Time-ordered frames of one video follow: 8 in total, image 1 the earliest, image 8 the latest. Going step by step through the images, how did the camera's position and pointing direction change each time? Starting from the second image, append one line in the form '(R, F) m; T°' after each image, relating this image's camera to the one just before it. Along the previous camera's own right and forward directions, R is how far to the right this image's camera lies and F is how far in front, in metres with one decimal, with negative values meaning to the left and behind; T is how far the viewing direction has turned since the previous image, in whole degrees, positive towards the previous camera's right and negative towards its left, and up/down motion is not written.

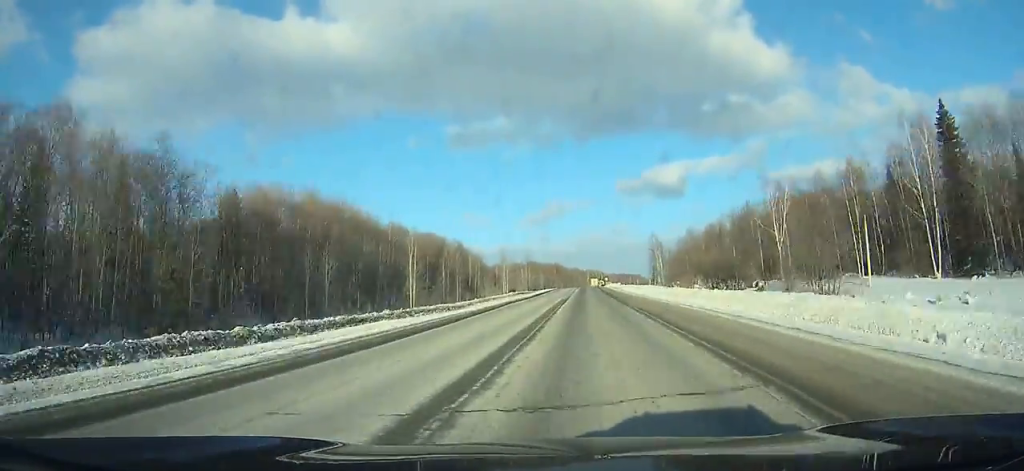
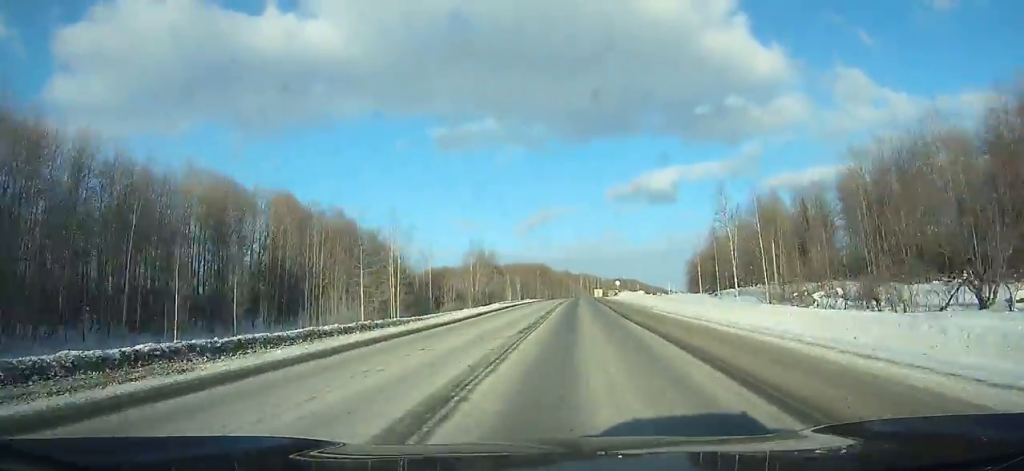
(+0.7, +86.4) m; +1°
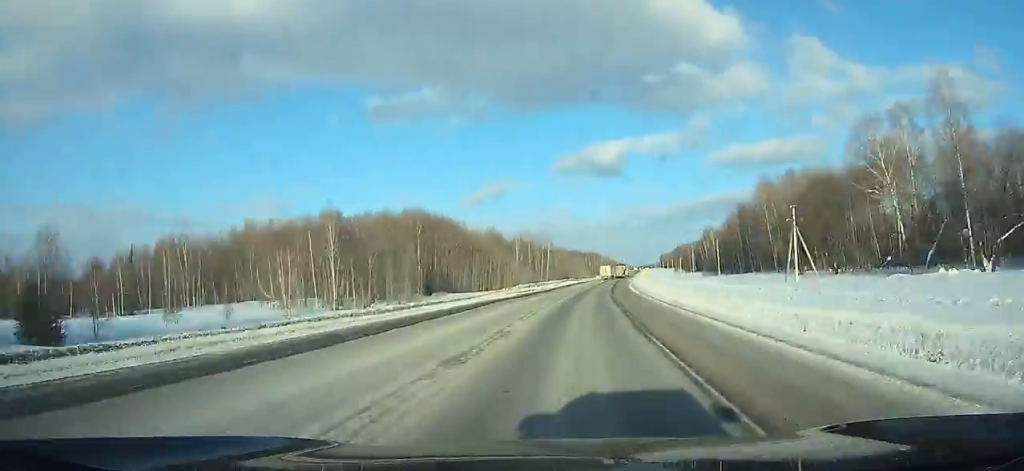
(+4.9, +148.6) m; +5°
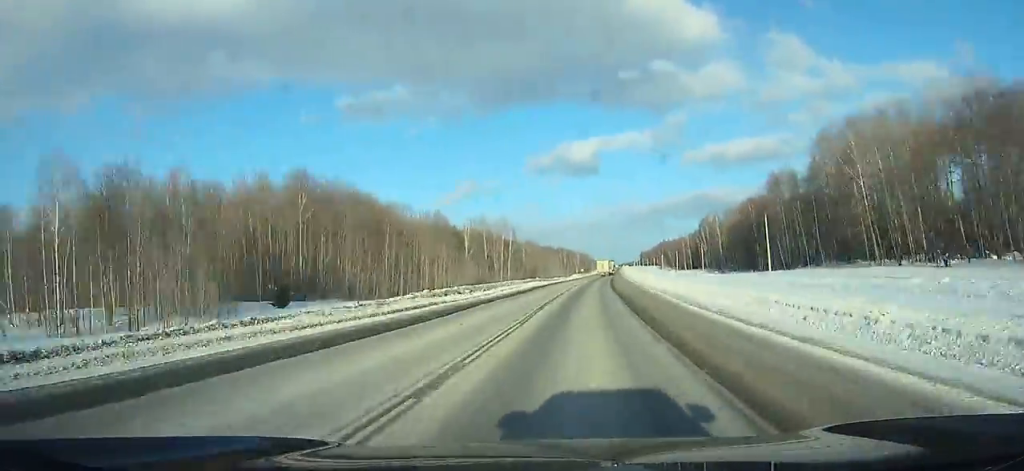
(+0.7, +46.4) m; +2°
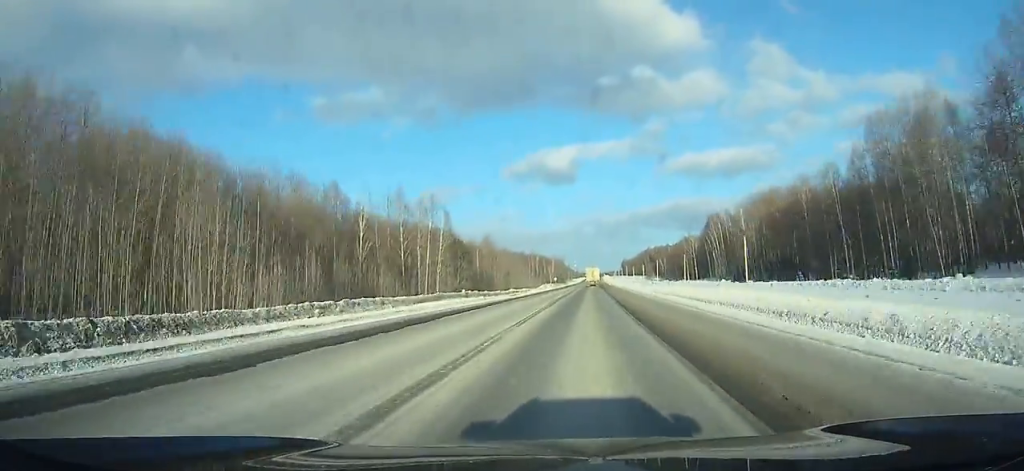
(+0.9, +52.1) m; +1°
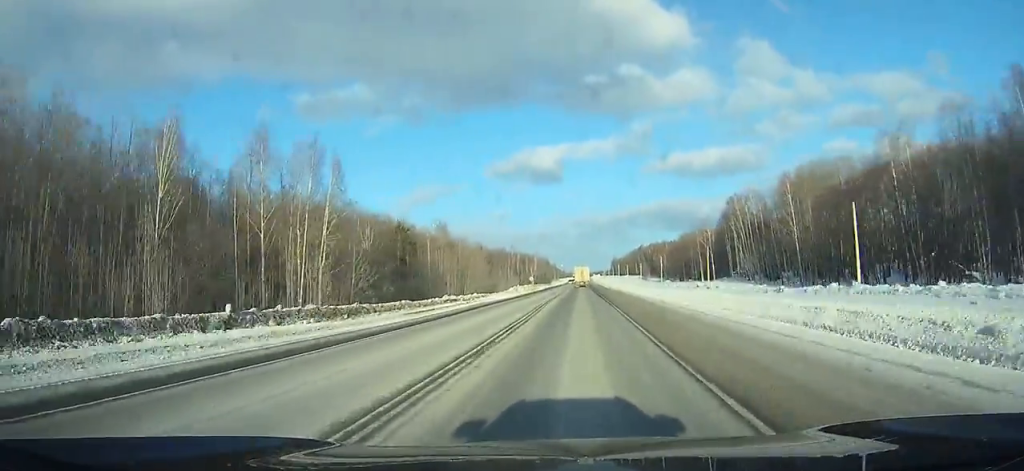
(+0.3, +39.9) m; +1°
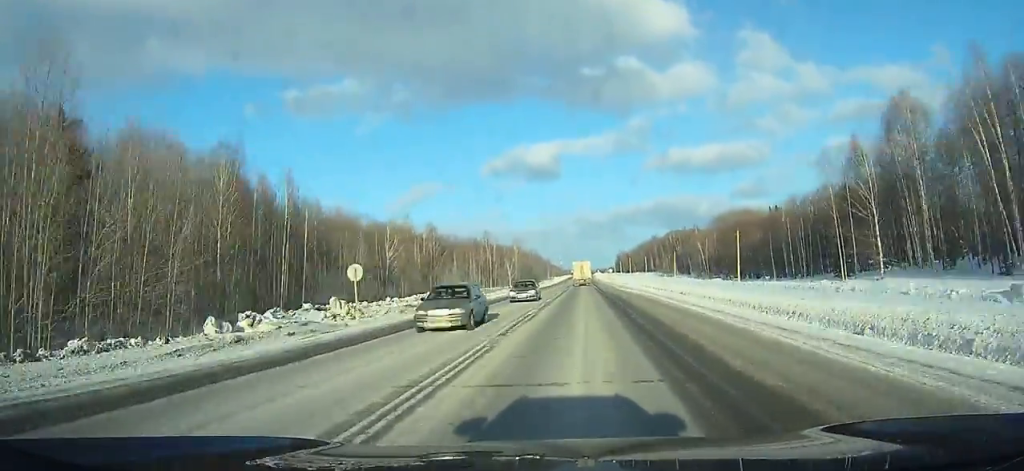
(+0.6, +81.4) m; 0°
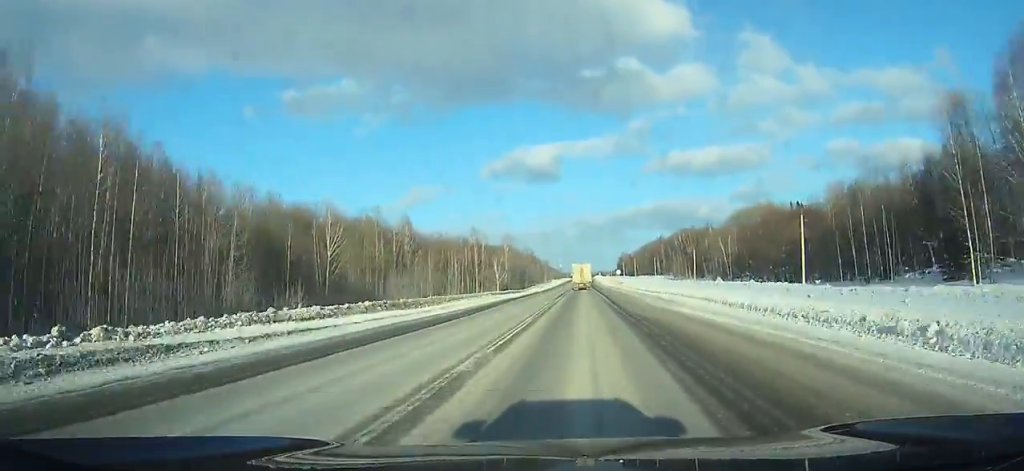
(0.0, +25.2) m; 0°
